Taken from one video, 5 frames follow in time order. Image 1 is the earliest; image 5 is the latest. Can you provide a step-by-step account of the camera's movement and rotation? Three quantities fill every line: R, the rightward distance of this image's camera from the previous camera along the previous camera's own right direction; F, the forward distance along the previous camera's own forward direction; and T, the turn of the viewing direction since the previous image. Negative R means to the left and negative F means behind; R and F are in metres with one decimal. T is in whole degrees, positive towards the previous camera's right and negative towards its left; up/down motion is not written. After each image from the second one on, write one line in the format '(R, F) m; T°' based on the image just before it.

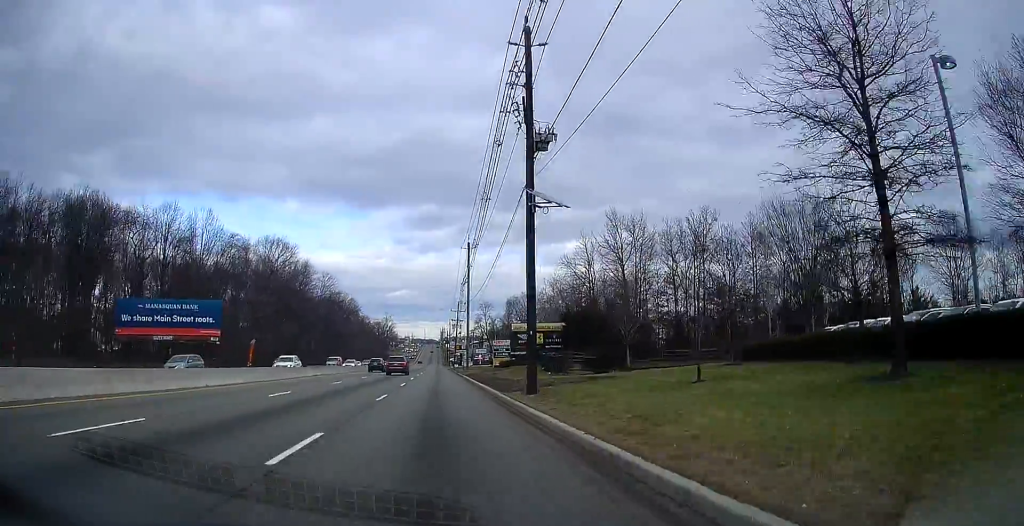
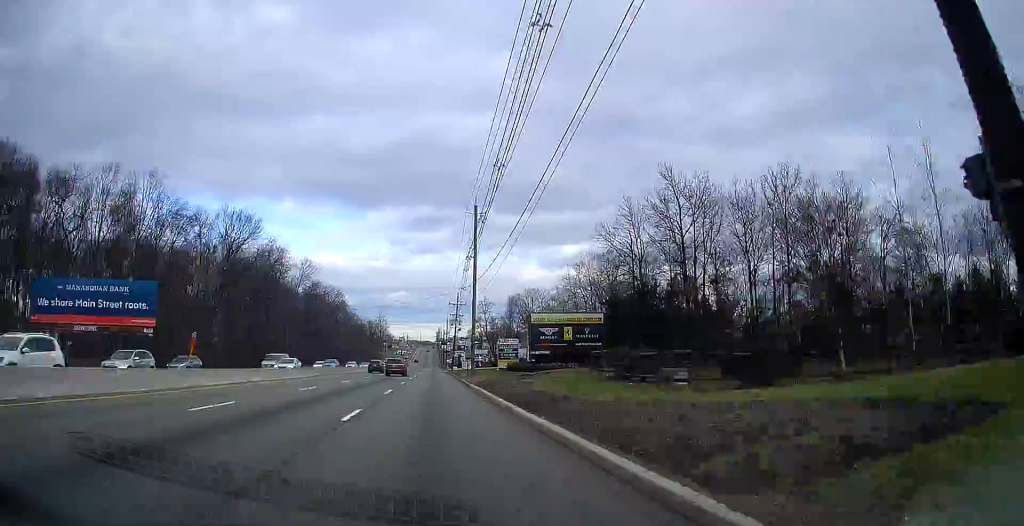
(+0.1, +18.7) m; 0°
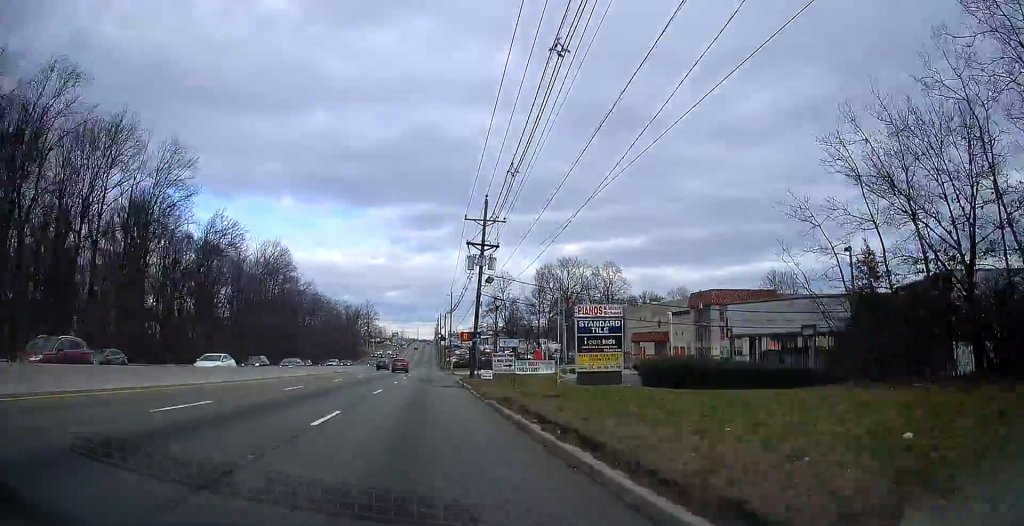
(+0.3, +62.1) m; +1°
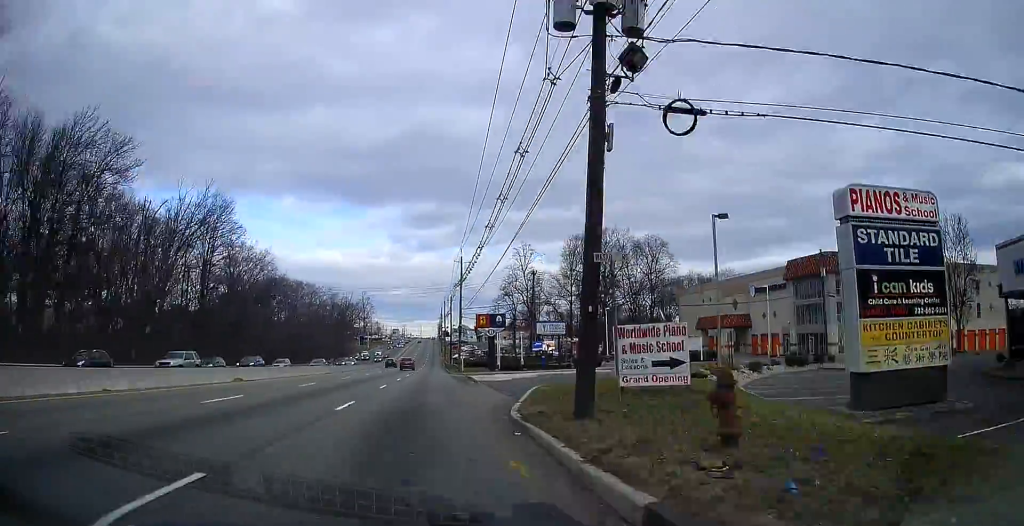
(-0.3, +33.2) m; -1°
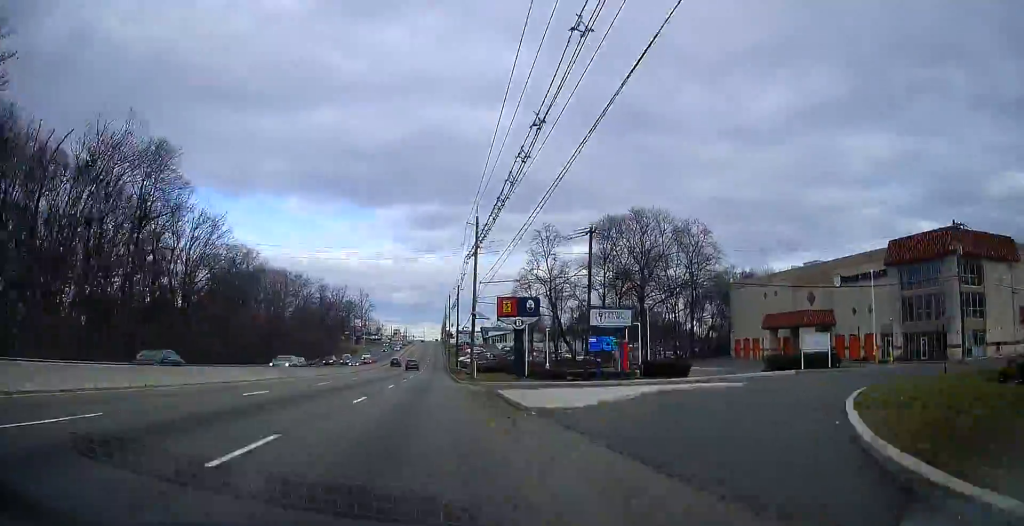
(0.0, +20.9) m; 0°
